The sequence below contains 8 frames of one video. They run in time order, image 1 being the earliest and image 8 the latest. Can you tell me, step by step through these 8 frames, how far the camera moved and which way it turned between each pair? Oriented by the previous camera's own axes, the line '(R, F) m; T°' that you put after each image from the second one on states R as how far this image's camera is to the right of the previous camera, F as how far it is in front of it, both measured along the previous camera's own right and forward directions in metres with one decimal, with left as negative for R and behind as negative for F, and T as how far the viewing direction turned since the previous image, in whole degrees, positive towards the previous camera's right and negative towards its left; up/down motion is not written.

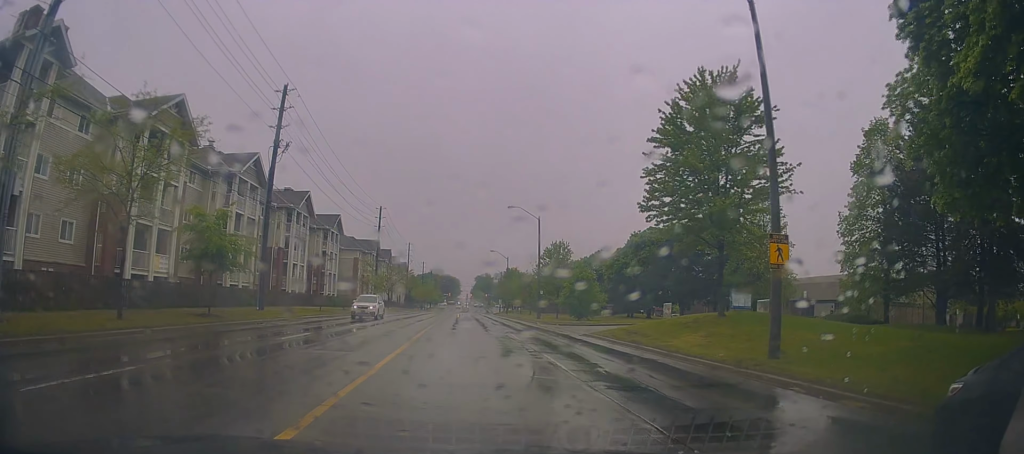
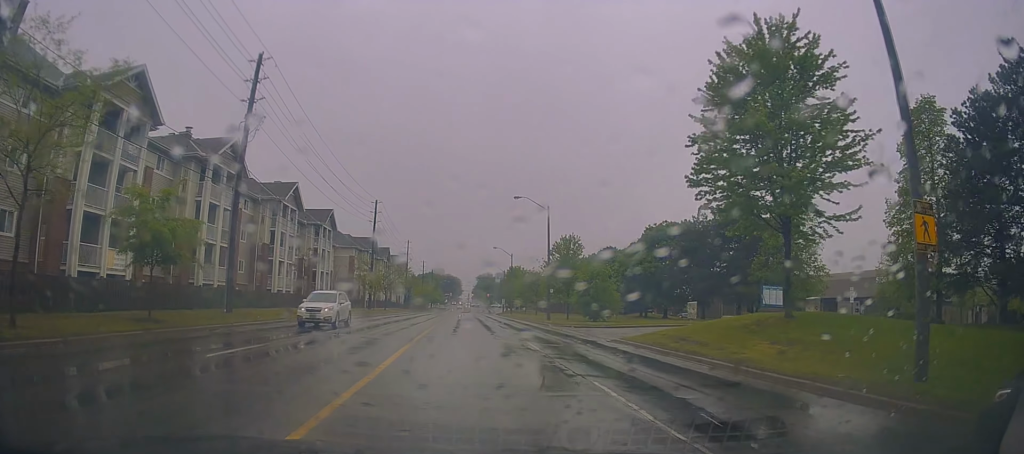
(+0.1, +5.5) m; -1°
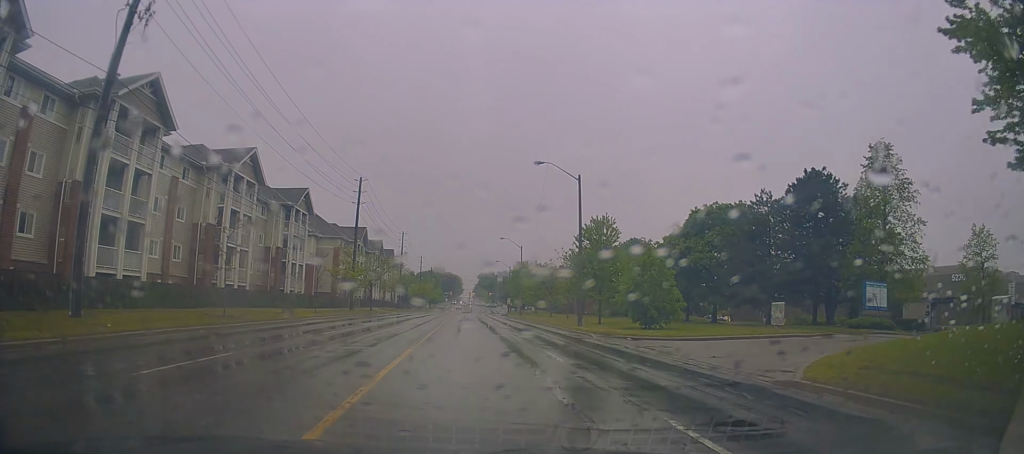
(-0.5, +12.9) m; -2°
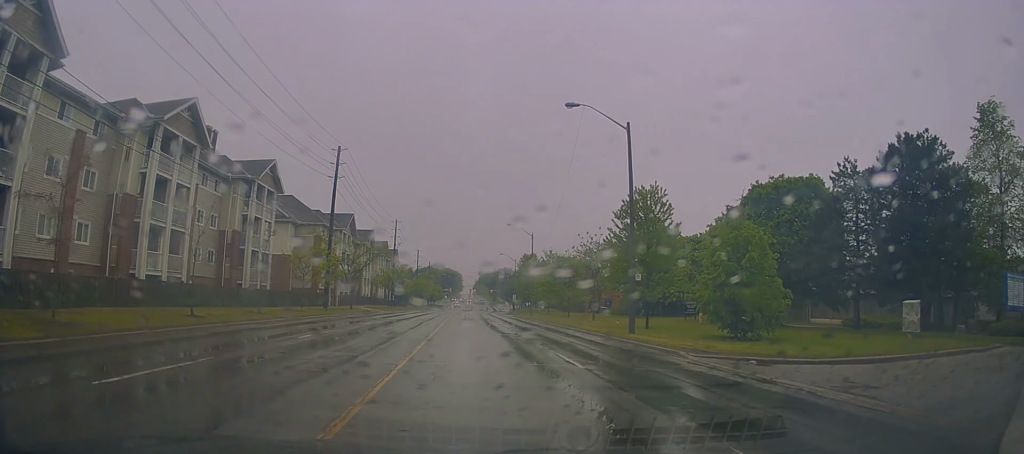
(0.0, +12.1) m; +2°
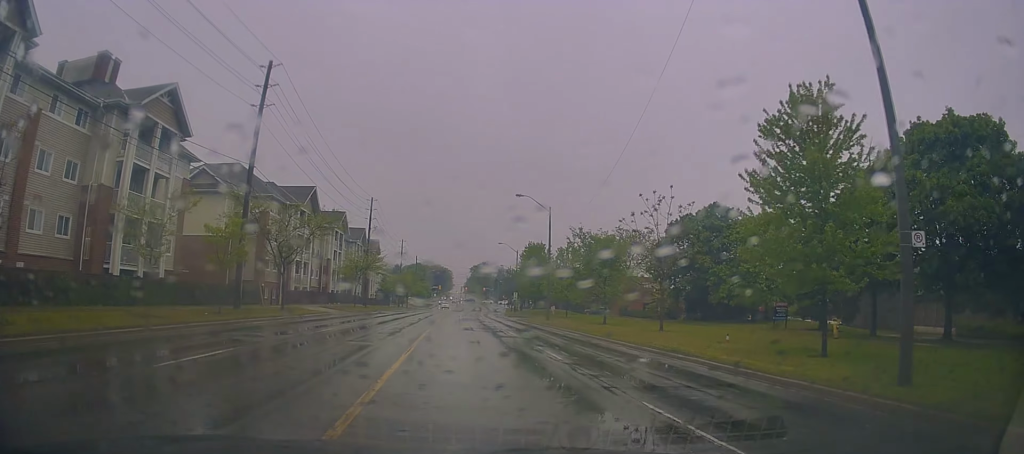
(+0.7, +18.9) m; +3°
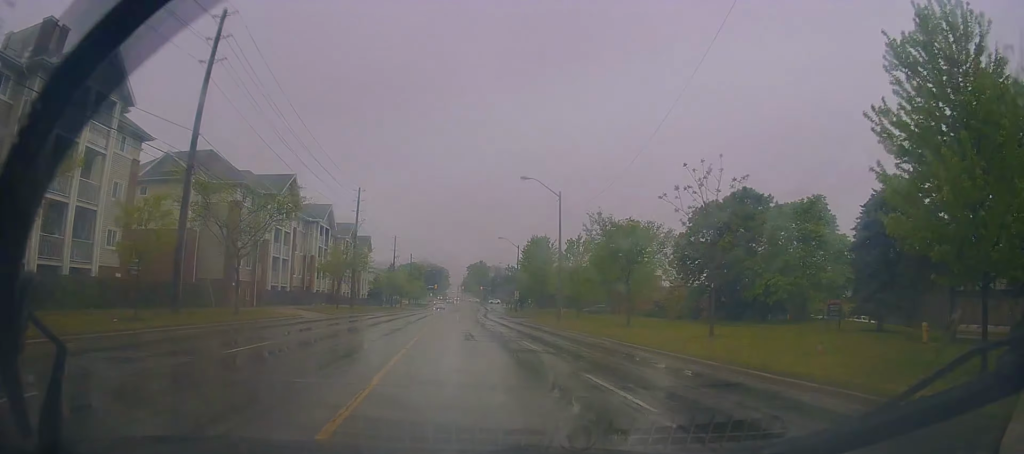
(0.0, +6.8) m; 0°
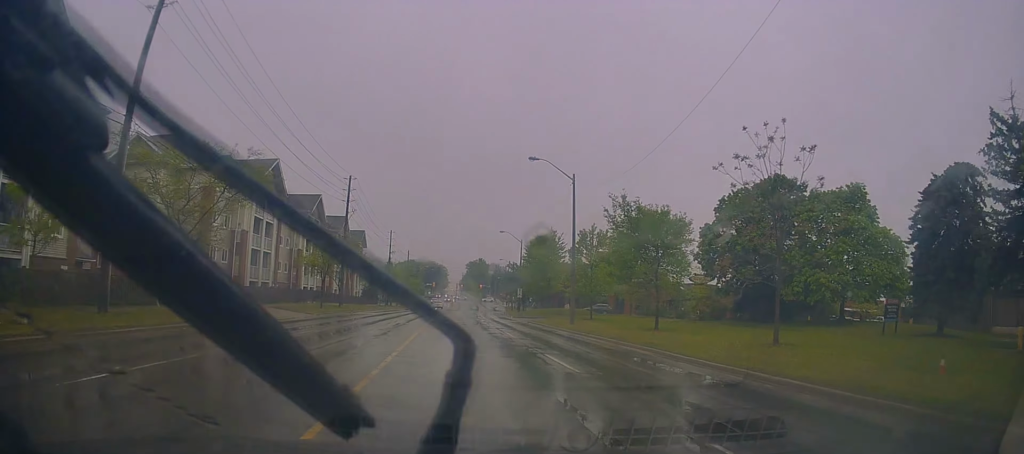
(0.0, +5.9) m; -1°
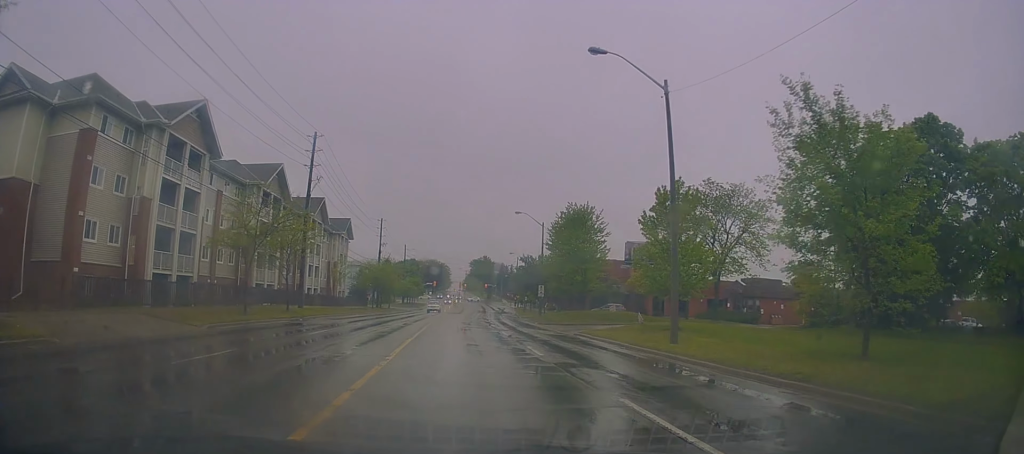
(-0.5, +17.4) m; -1°
